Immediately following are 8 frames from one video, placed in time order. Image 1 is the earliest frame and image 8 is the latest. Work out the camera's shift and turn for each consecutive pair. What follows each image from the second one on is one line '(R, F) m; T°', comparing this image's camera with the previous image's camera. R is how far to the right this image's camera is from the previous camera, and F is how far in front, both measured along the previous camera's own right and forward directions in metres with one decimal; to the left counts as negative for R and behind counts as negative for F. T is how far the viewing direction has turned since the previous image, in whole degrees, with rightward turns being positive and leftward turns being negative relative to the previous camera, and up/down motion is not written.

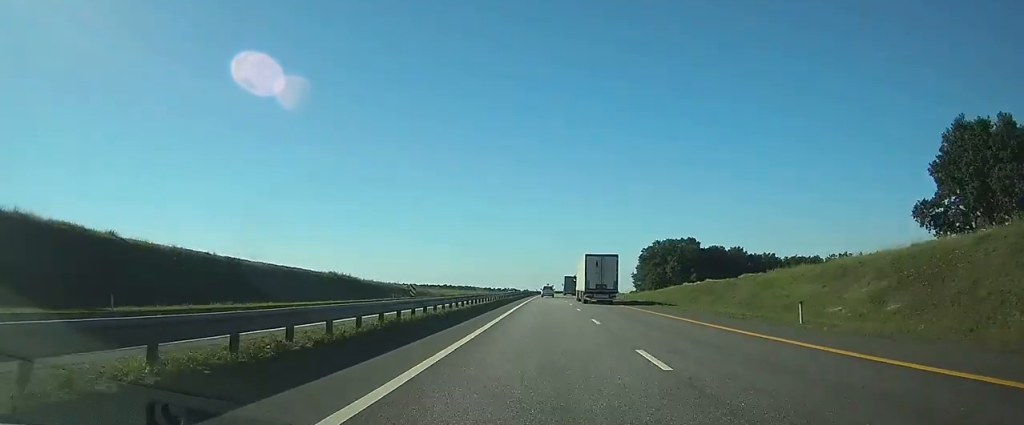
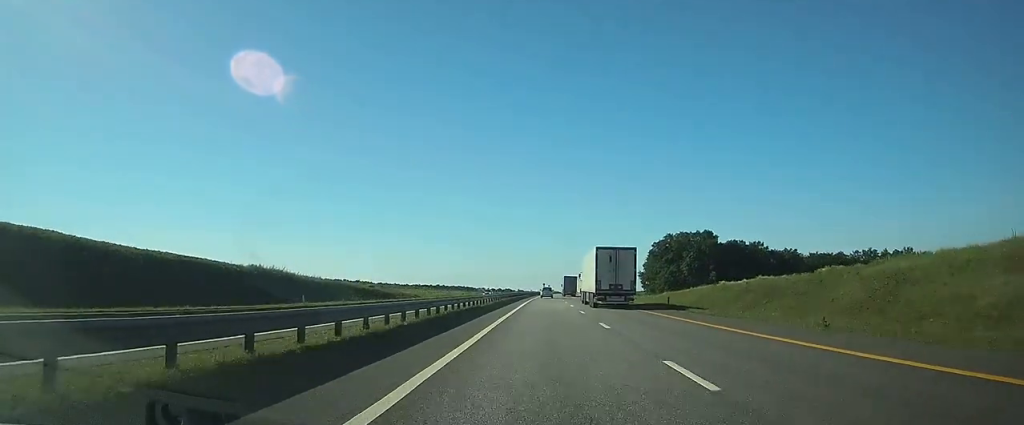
(+0.1, +25.8) m; 0°
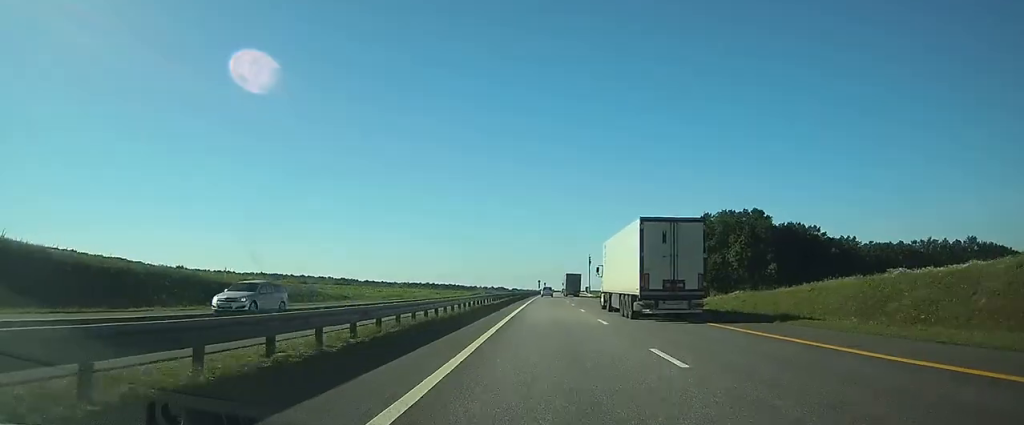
(+0.2, +45.7) m; 0°
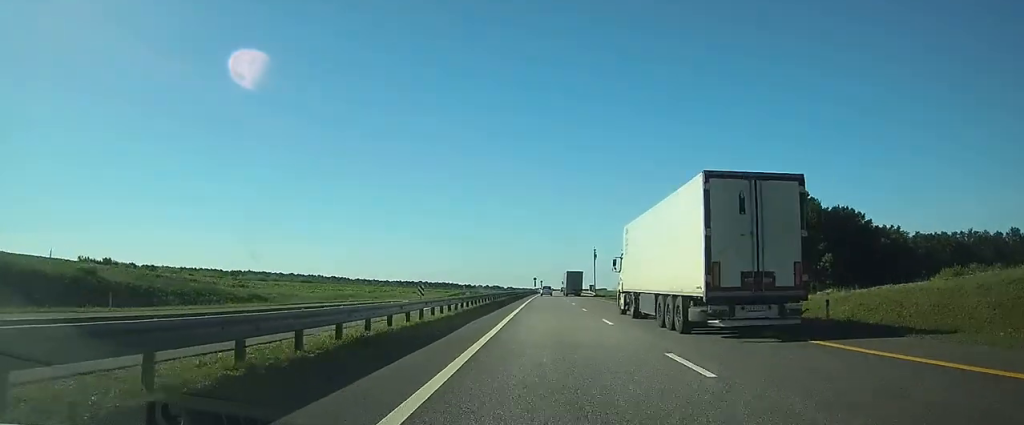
(-0.1, +25.0) m; 0°
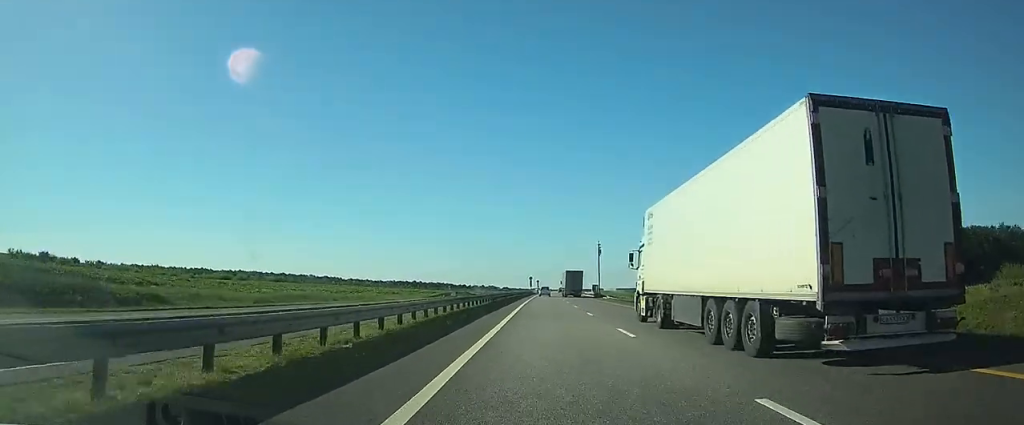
(0.0, +16.7) m; 0°
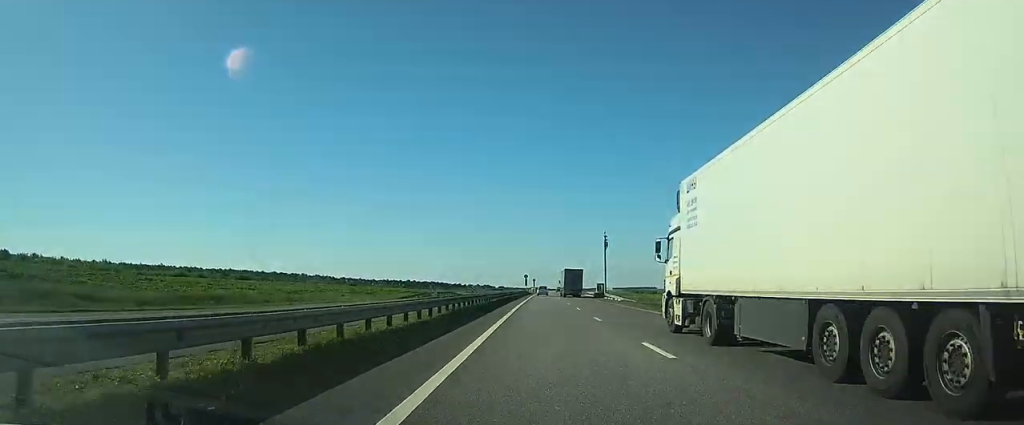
(0.0, +16.7) m; 0°
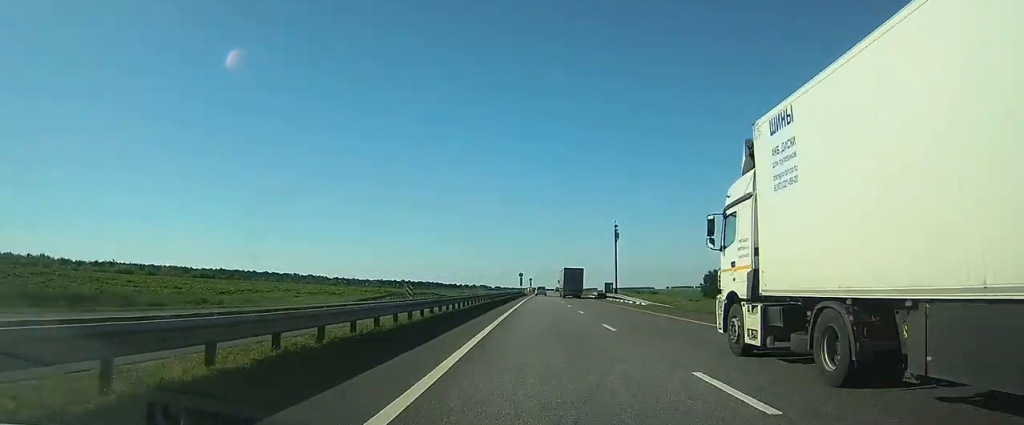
(0.0, +16.8) m; 0°
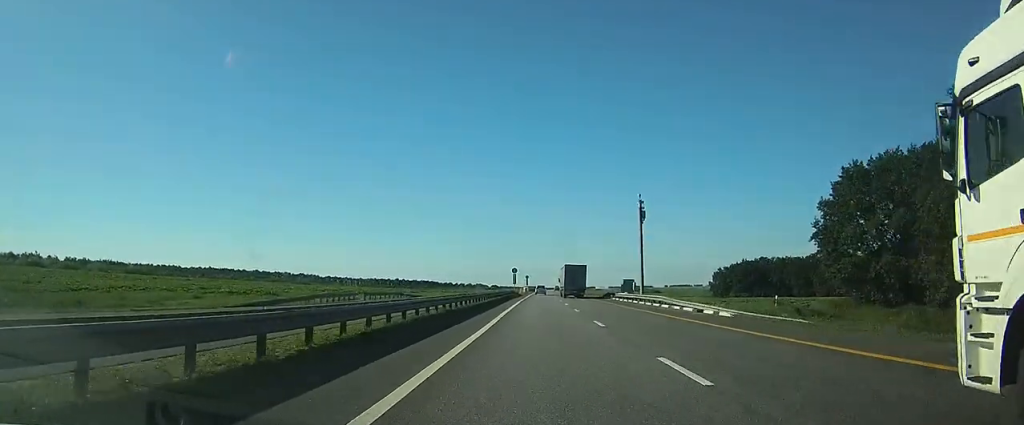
(+0.1, +22.2) m; +1°
